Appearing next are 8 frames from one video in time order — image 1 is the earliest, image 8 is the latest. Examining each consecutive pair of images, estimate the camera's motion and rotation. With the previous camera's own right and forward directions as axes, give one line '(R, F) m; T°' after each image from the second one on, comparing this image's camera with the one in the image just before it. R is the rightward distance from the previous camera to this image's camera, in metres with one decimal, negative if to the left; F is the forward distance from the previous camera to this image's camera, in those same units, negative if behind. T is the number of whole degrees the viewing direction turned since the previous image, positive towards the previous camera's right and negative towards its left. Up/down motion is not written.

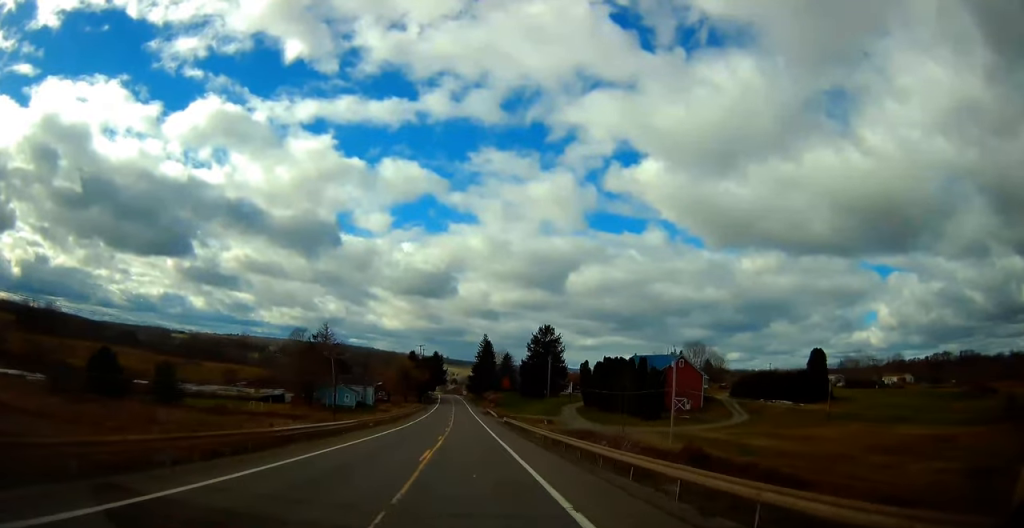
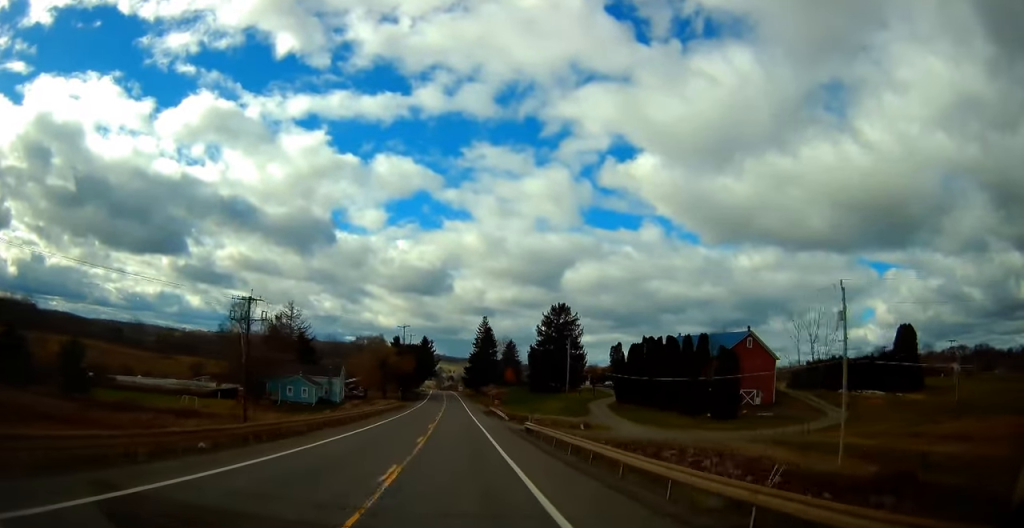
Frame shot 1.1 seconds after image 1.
(-0.1, +30.9) m; 0°
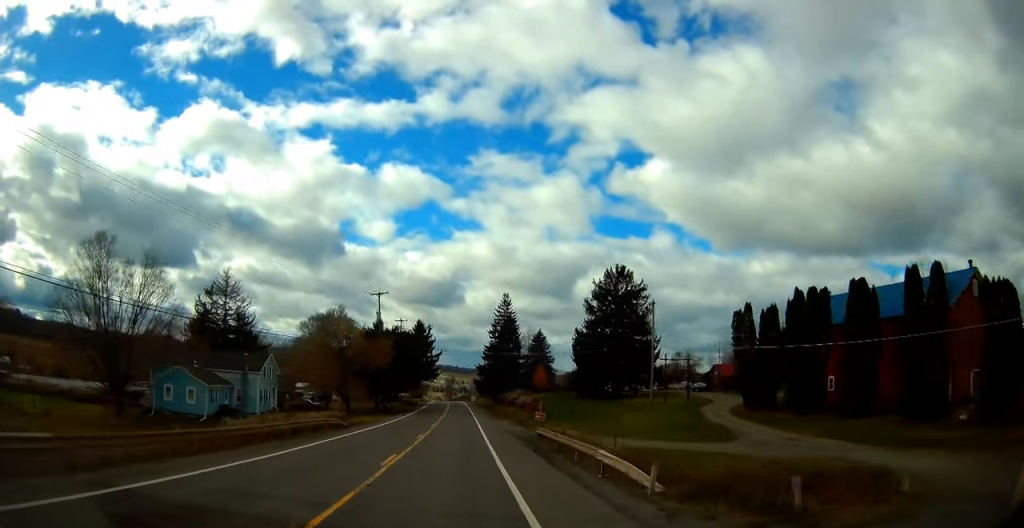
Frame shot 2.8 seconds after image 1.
(-0.1, +45.0) m; -1°
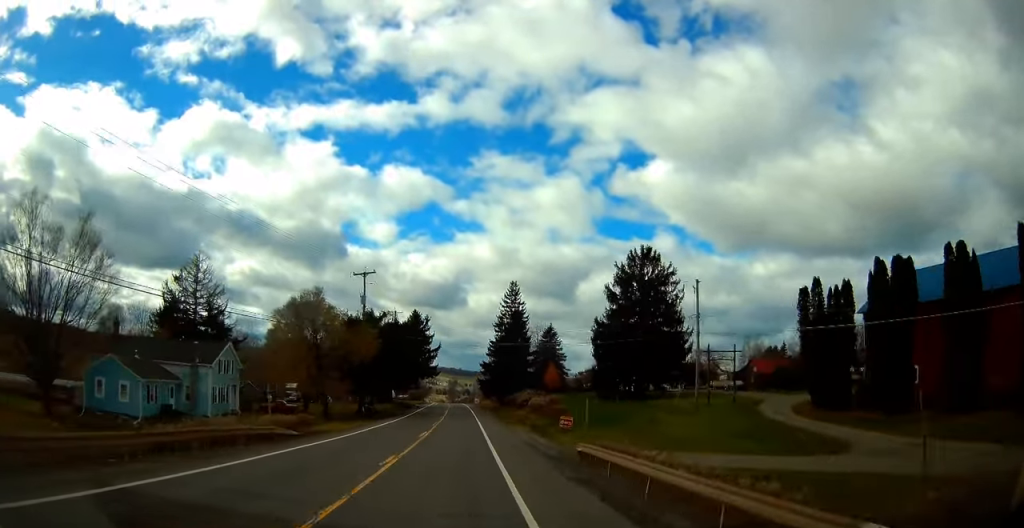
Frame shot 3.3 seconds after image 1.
(-0.2, +12.4) m; -1°
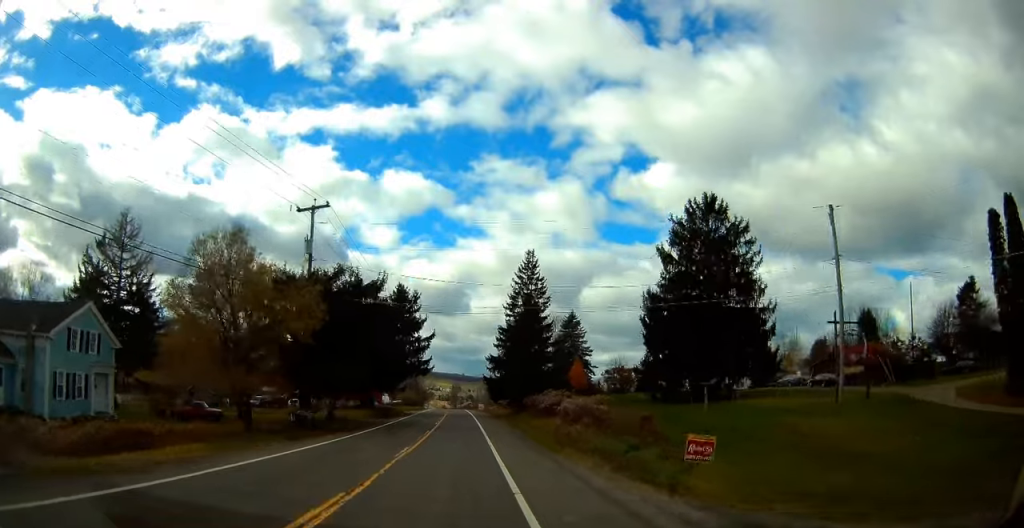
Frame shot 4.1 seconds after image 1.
(-0.2, +22.1) m; 0°
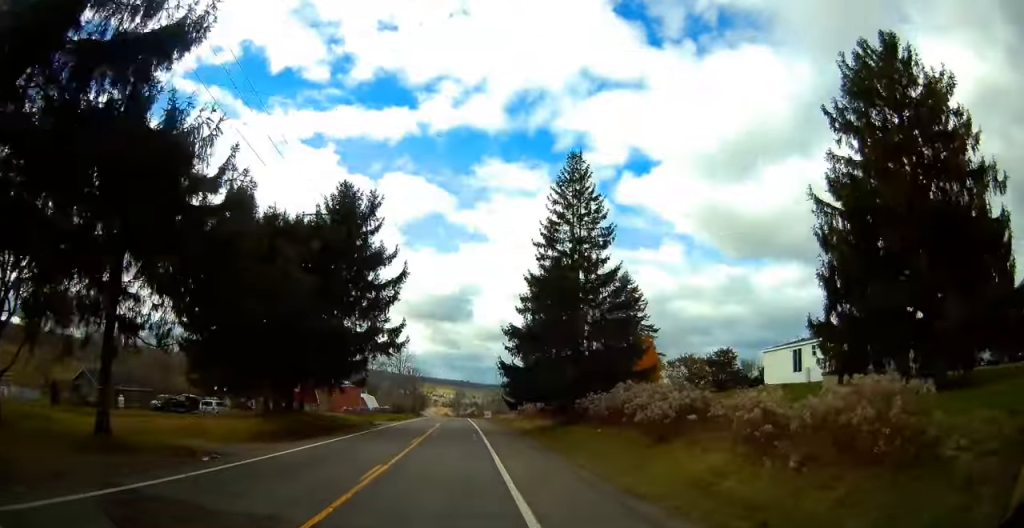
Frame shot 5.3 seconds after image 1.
(0.0, +31.4) m; -1°
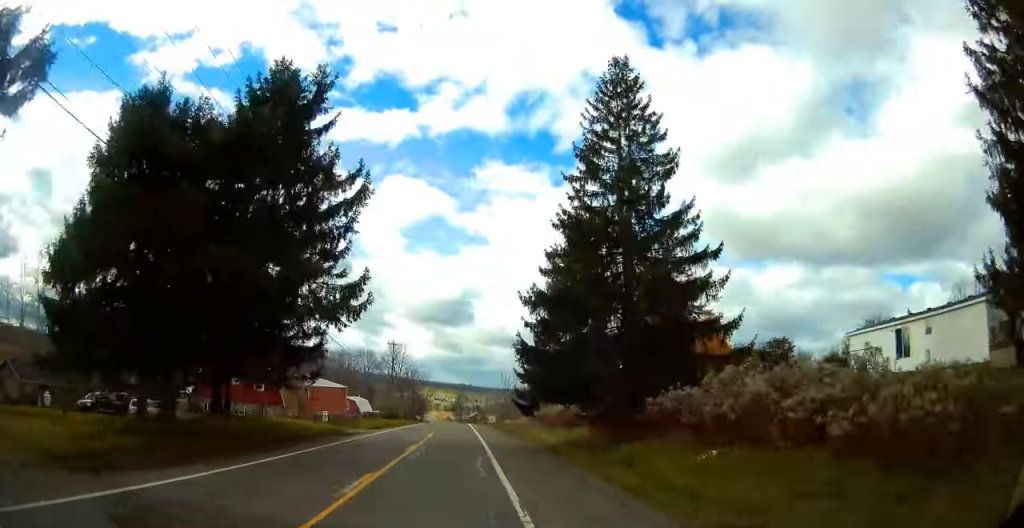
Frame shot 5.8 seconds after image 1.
(0.0, +13.8) m; 0°
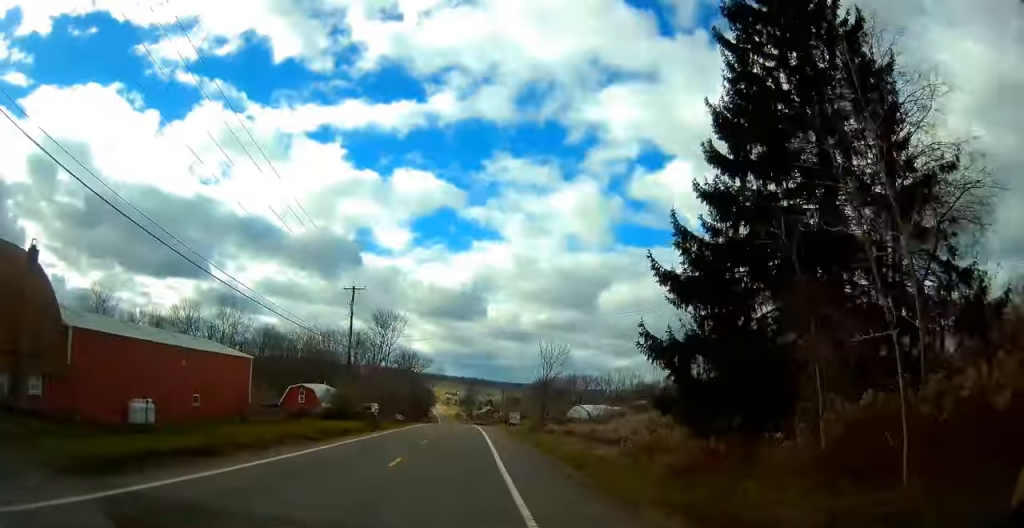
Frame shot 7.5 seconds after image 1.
(0.0, +43.7) m; 0°
